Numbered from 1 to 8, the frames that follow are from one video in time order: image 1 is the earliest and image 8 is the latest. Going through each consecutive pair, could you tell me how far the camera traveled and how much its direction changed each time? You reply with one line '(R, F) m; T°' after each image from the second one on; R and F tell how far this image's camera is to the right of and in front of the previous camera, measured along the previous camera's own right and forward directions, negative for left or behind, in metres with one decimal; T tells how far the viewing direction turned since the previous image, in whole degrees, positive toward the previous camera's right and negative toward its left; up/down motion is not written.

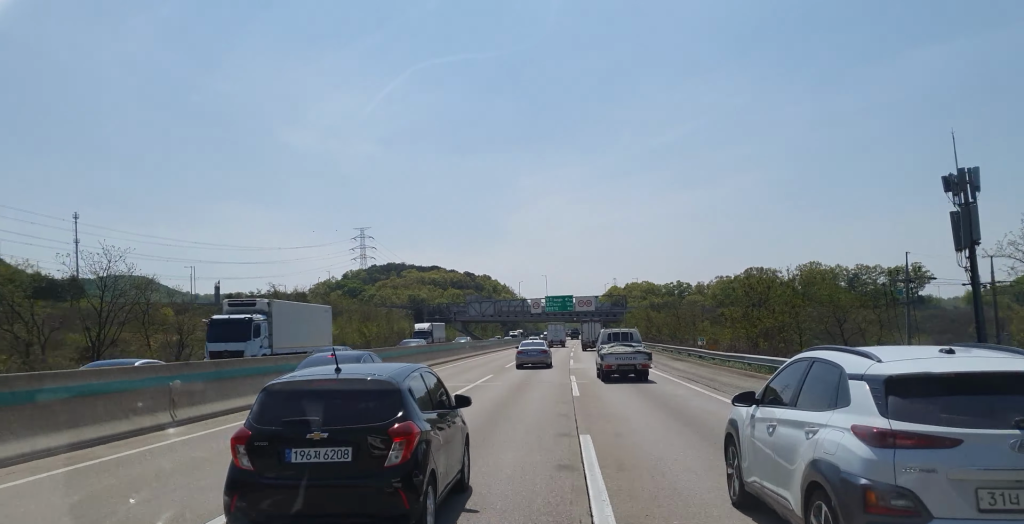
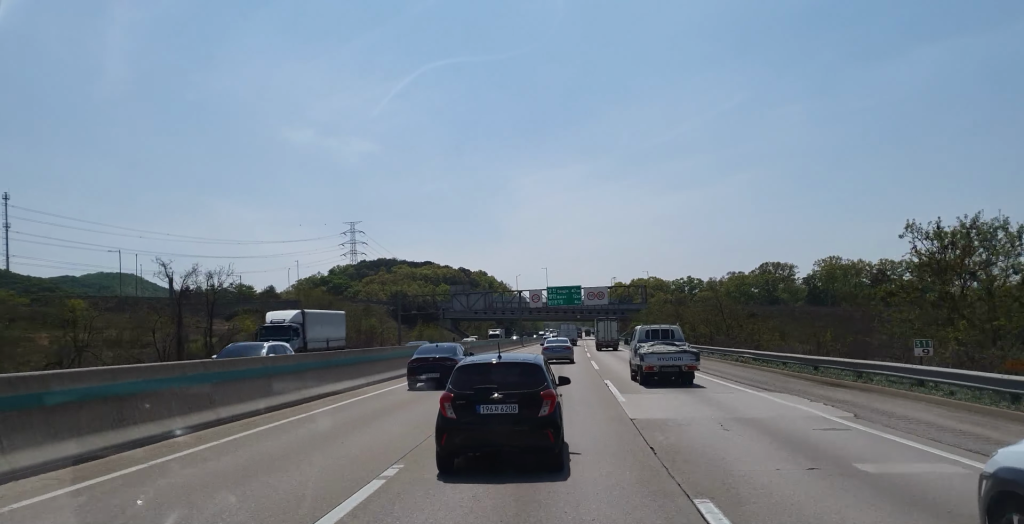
(+0.2, +24.1) m; +2°
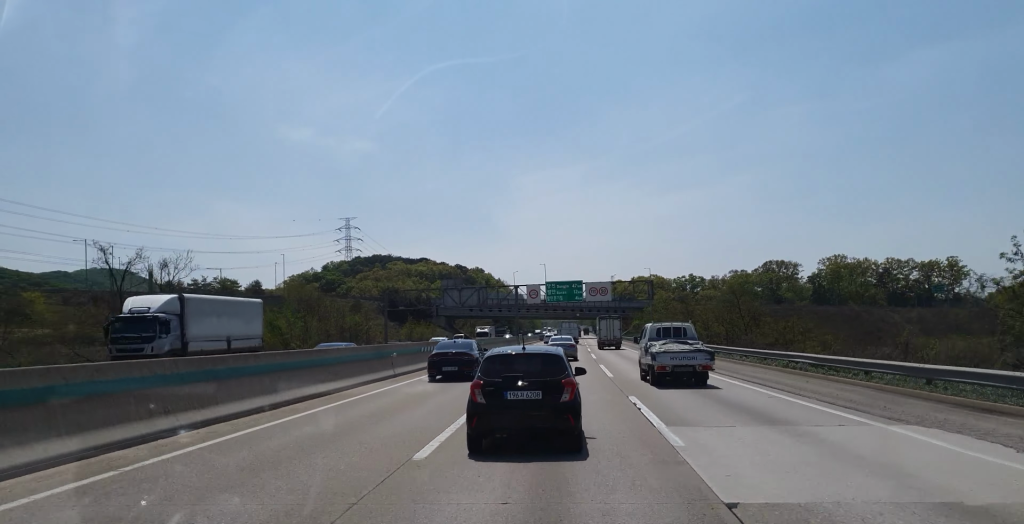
(0.0, +7.8) m; +1°
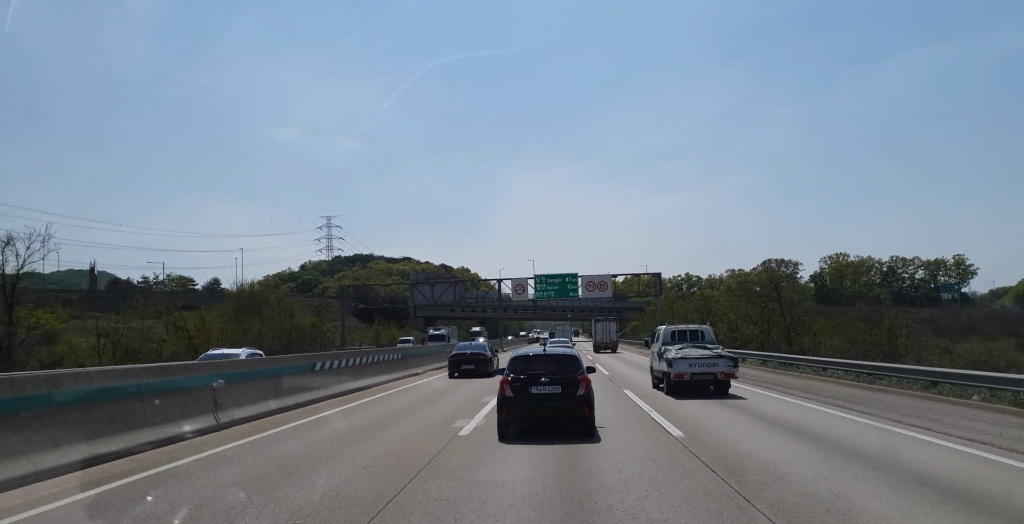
(+0.4, +15.9) m; +2°
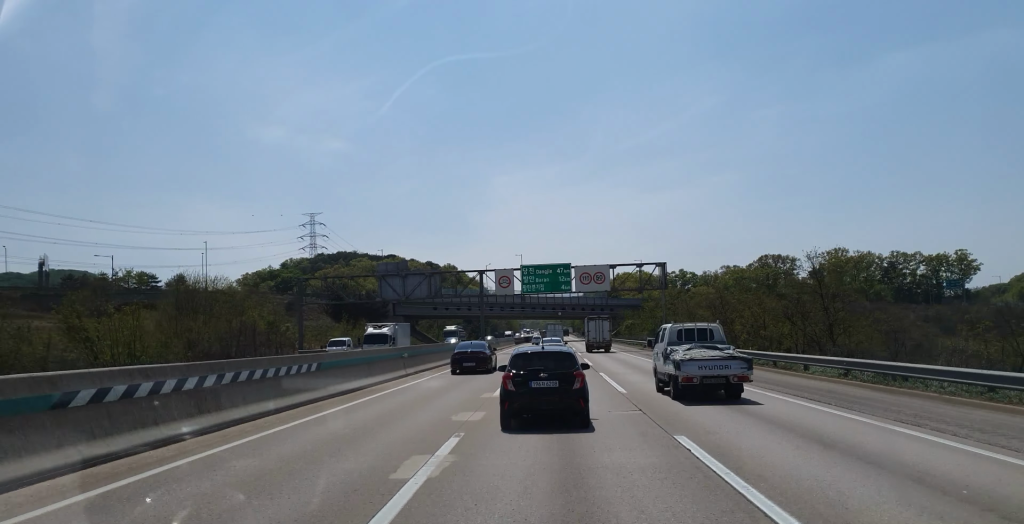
(+0.1, +10.9) m; 0°
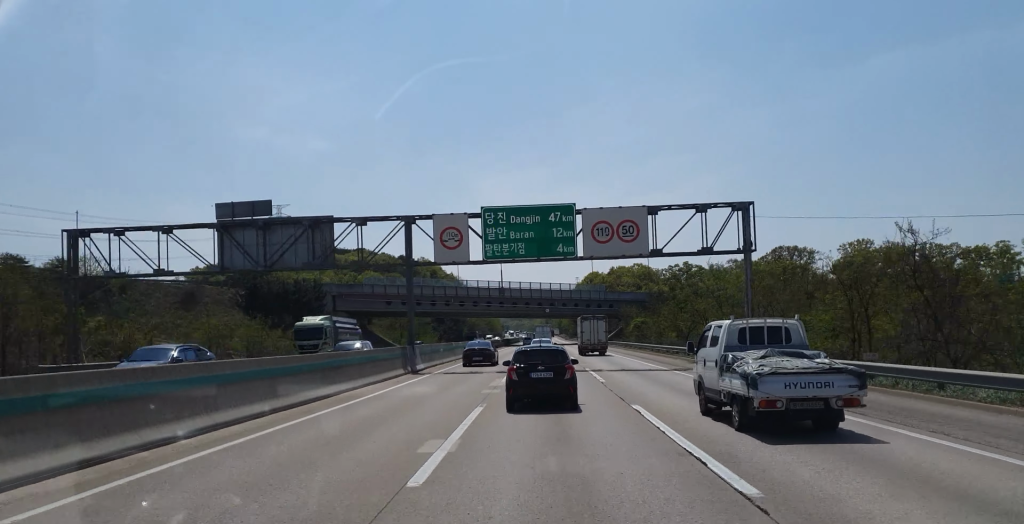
(-0.3, +34.5) m; 0°
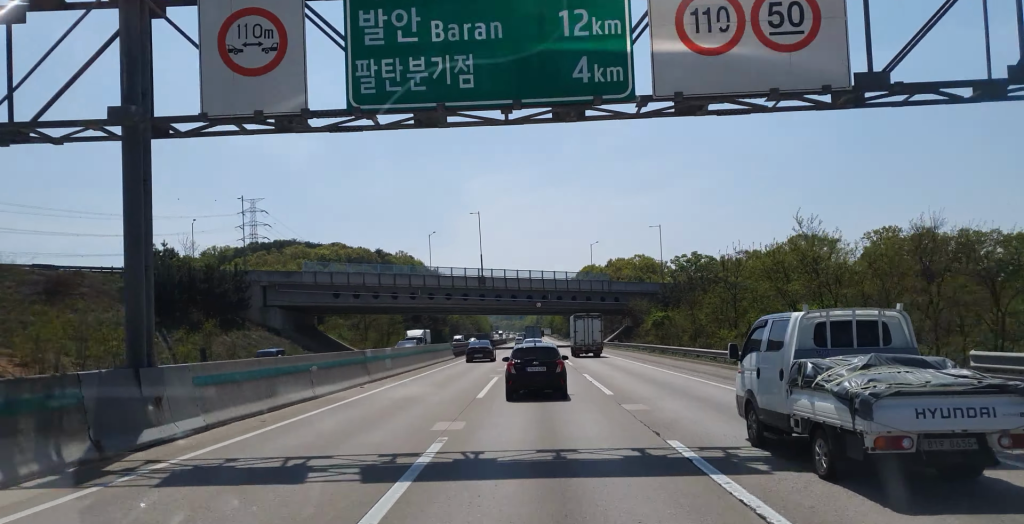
(+0.7, +27.3) m; +2°
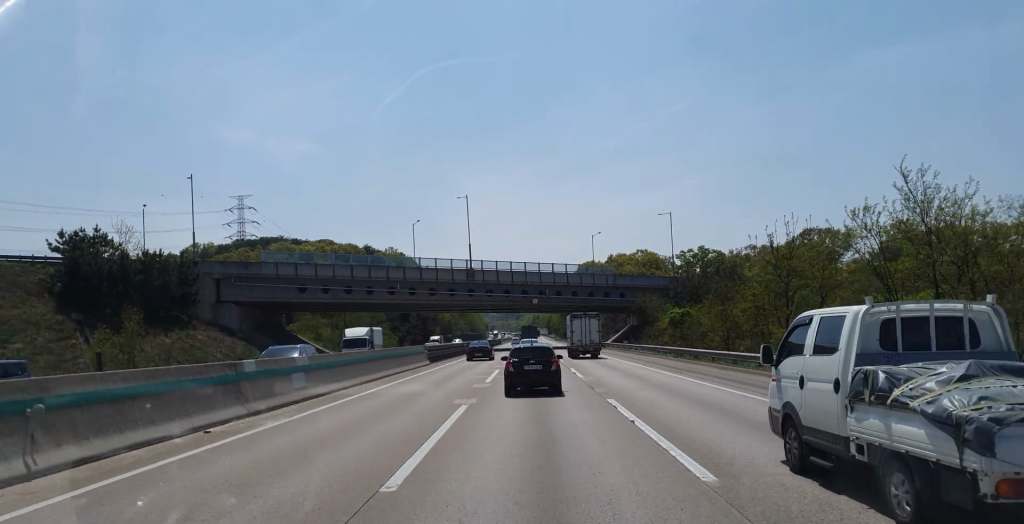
(+0.1, +13.4) m; +1°
